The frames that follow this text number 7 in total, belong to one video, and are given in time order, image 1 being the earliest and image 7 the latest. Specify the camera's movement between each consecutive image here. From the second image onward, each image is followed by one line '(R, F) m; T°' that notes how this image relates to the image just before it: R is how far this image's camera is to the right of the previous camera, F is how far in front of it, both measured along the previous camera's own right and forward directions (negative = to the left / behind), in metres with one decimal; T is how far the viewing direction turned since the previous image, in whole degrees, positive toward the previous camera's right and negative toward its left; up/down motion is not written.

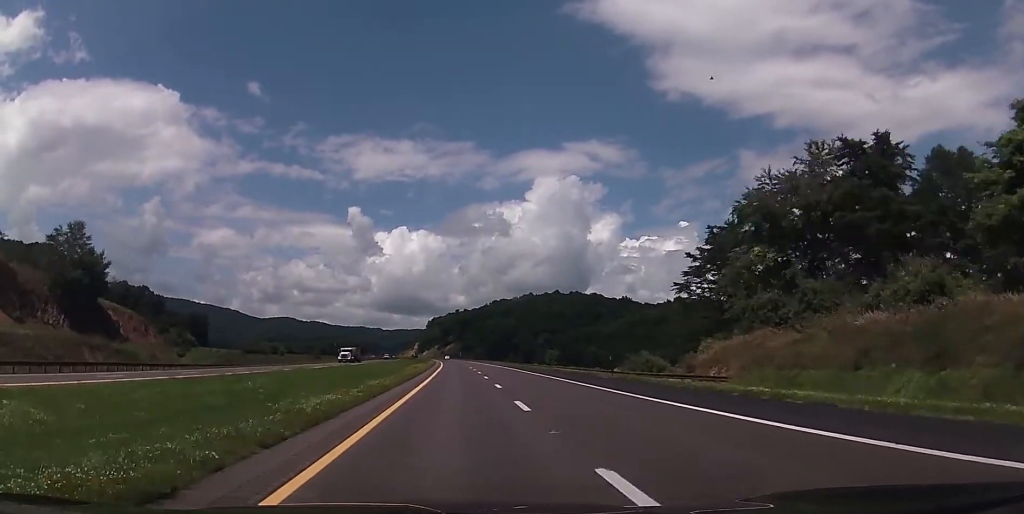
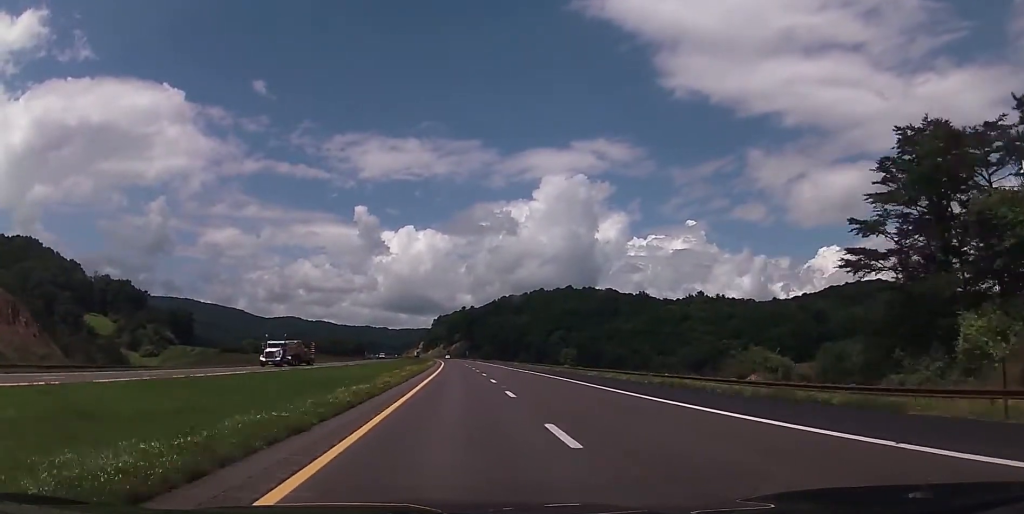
(+0.2, +31.2) m; 0°
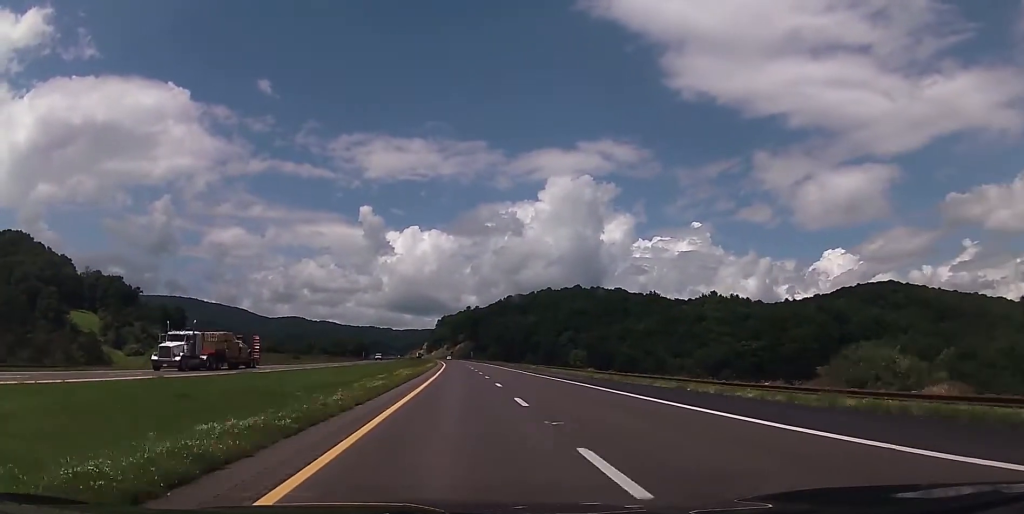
(0.0, +15.6) m; 0°
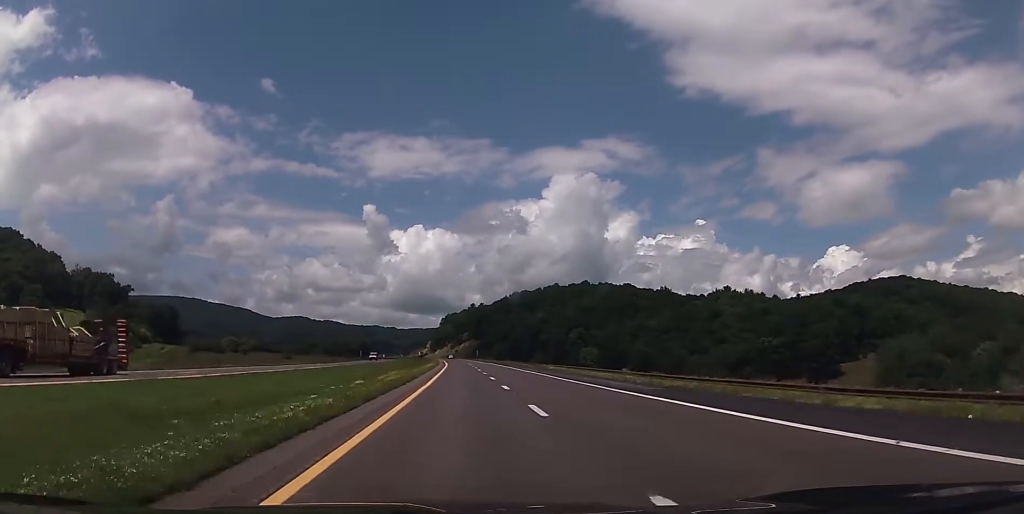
(-0.1, +15.6) m; -1°
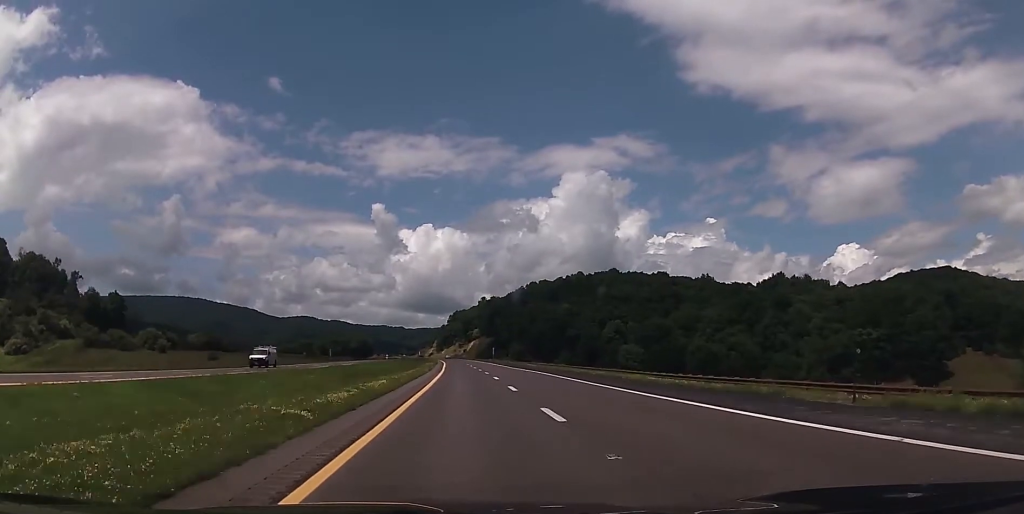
(-0.9, +62.3) m; -1°
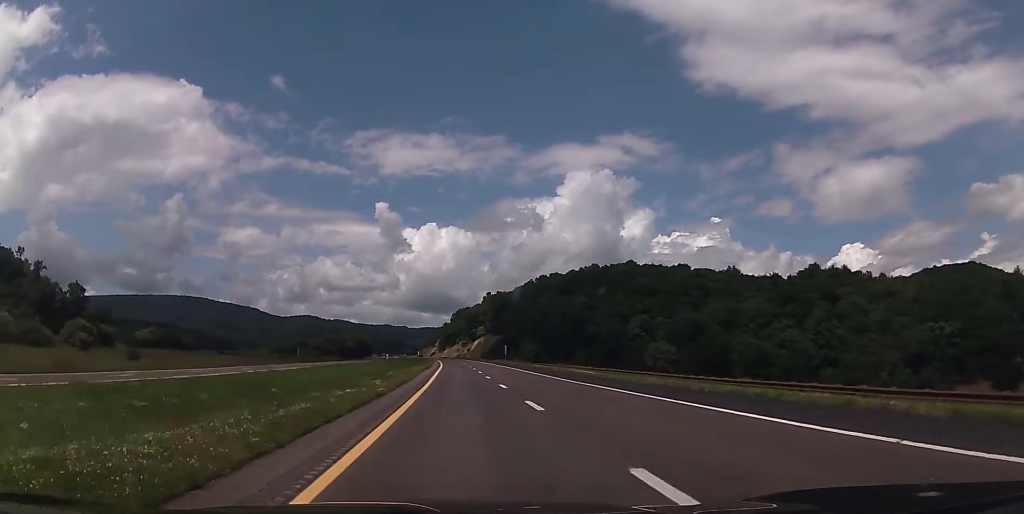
(0.0, +33.2) m; 0°
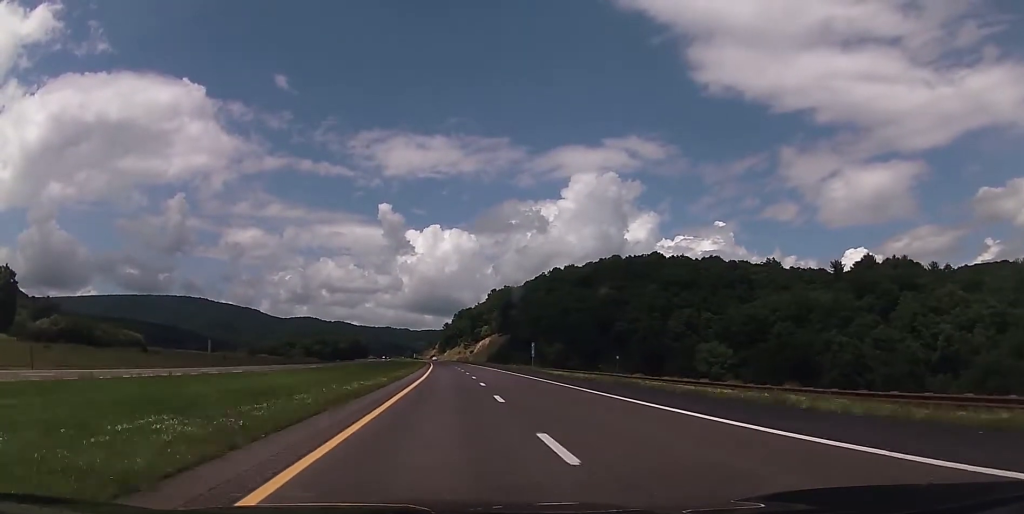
(-0.3, +44.3) m; 0°
